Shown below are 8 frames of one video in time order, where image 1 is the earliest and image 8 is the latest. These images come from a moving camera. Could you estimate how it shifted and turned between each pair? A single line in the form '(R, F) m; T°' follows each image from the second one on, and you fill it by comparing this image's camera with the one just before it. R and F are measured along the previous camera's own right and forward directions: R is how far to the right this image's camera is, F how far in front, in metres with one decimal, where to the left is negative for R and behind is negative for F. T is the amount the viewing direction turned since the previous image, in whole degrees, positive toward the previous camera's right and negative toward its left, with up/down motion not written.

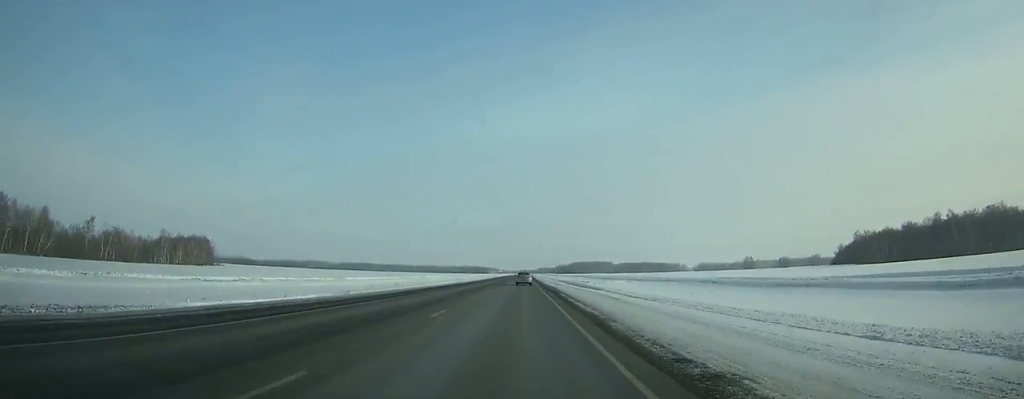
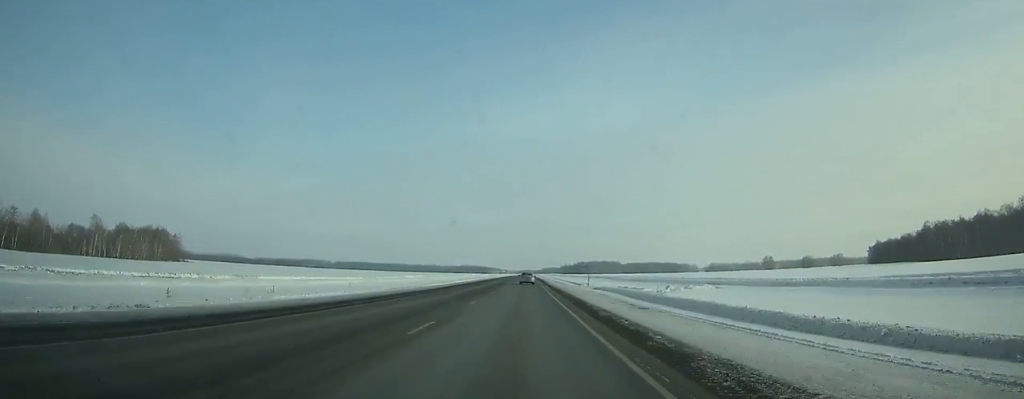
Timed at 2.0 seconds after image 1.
(0.0, +47.3) m; 0°
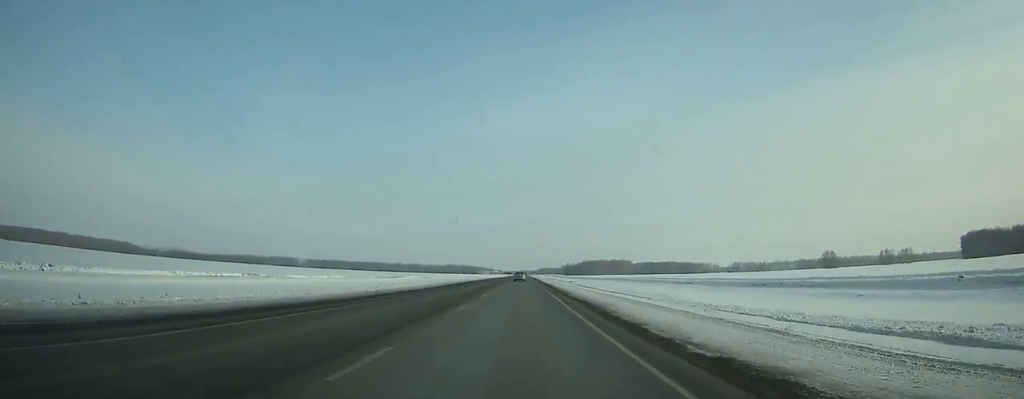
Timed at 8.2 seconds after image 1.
(+0.4, +147.2) m; 0°
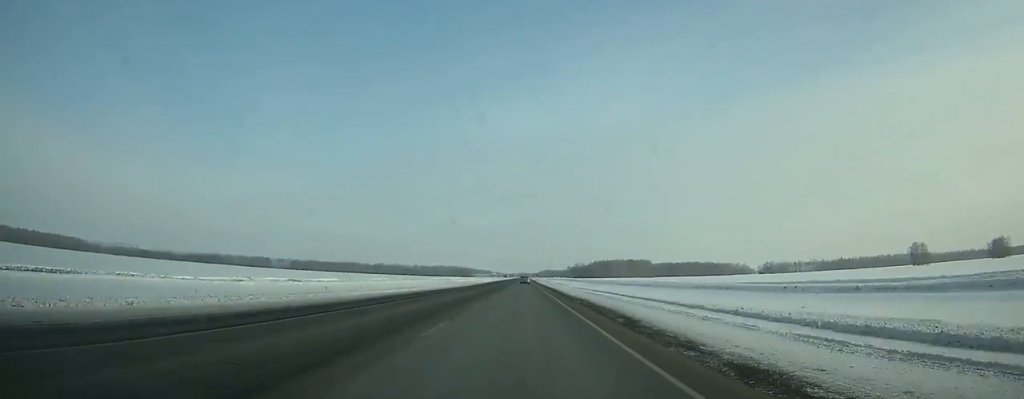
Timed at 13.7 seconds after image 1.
(-0.3, +137.8) m; 0°
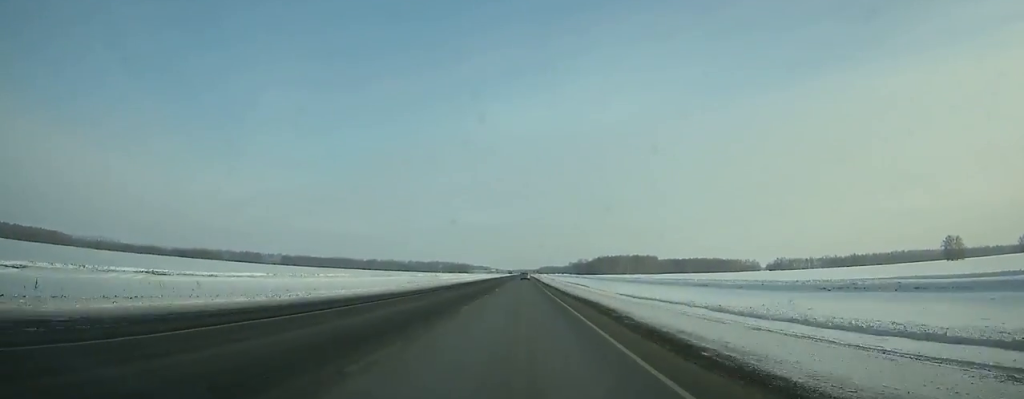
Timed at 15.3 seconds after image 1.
(+0.1, +41.1) m; 0°
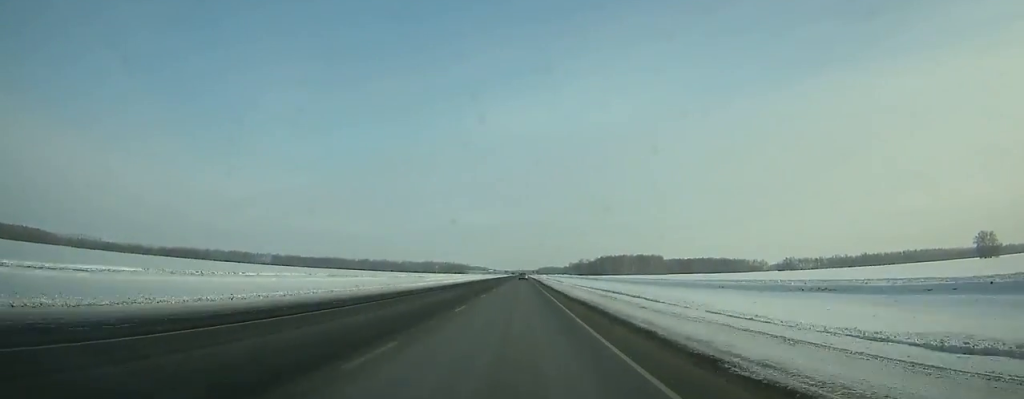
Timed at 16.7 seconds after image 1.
(+0.1, +36.5) m; 0°
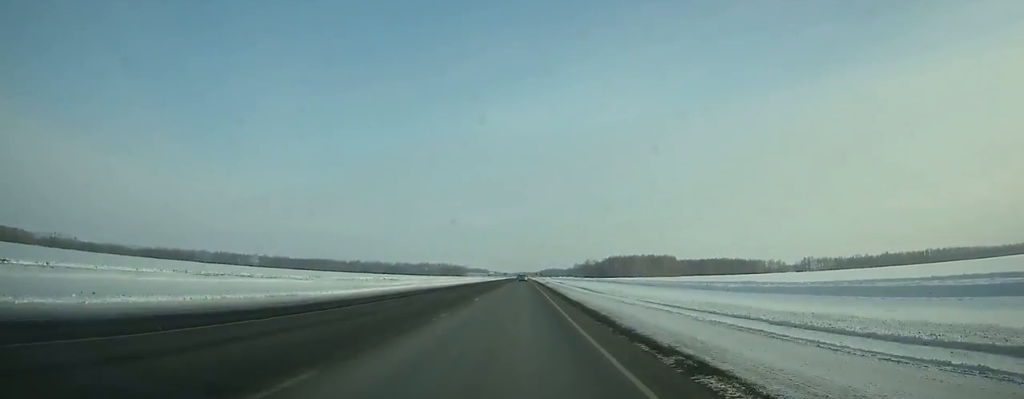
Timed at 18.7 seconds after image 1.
(+0.1, +52.5) m; 0°
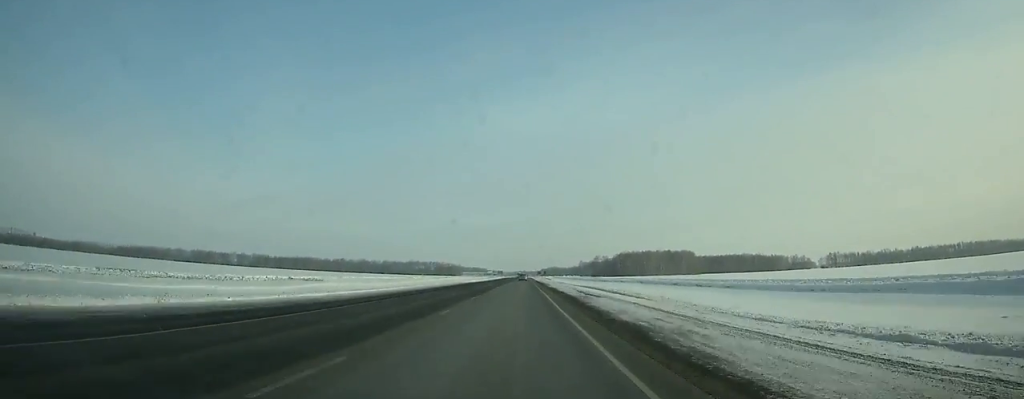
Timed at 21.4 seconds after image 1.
(-0.2, +72.2) m; 0°
